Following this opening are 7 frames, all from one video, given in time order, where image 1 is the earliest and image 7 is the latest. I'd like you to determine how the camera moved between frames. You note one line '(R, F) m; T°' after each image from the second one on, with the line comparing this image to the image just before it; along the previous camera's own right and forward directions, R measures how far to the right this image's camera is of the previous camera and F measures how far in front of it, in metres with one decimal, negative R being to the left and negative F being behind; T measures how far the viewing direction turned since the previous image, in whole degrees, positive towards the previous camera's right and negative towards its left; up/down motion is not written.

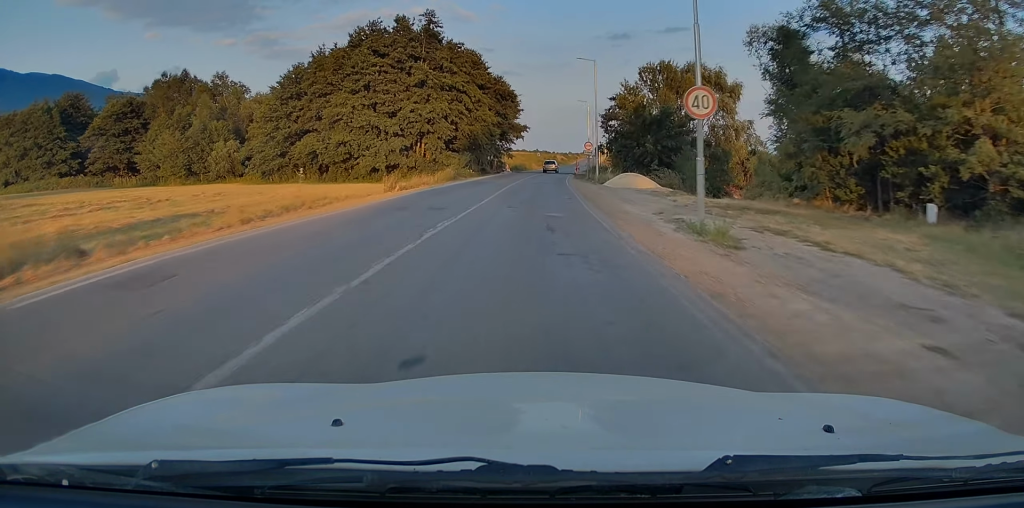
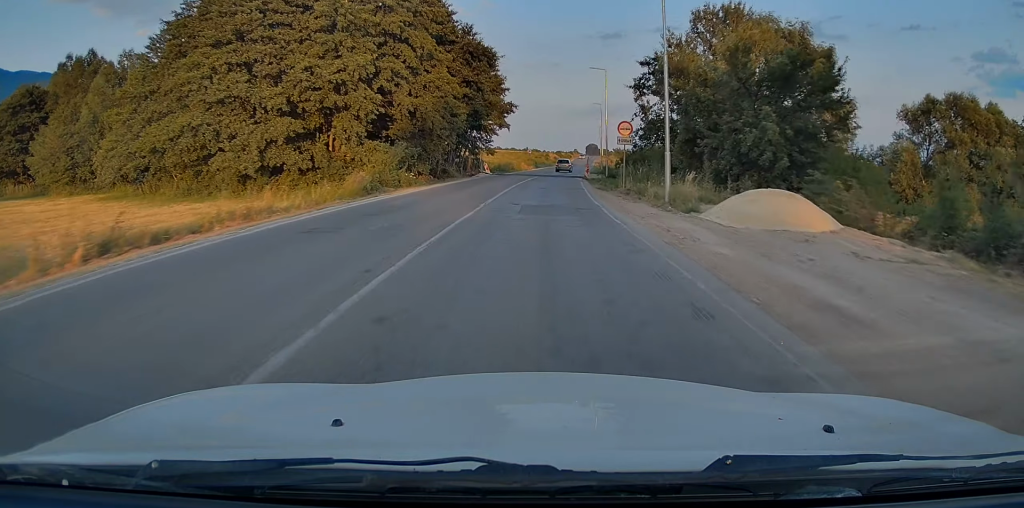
(-0.3, +24.8) m; 0°
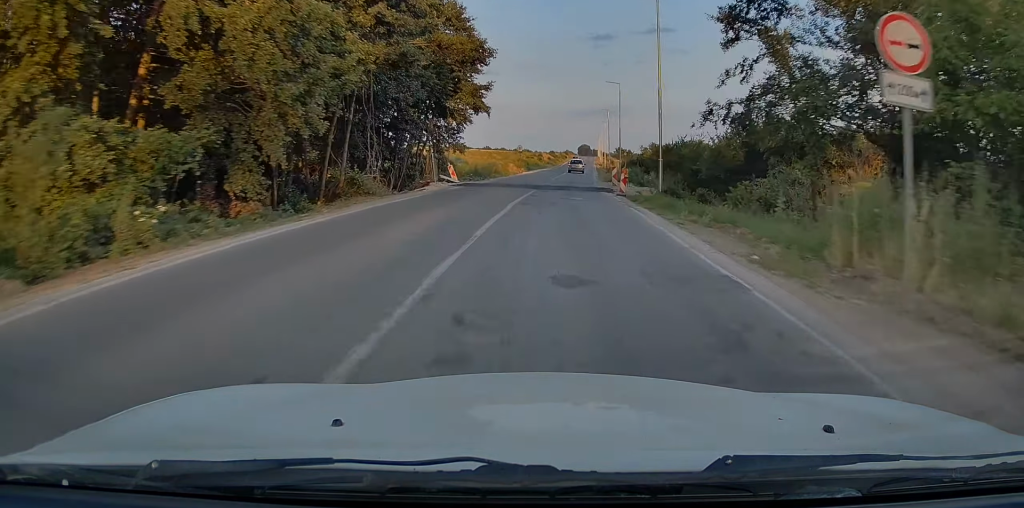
(+0.4, +22.7) m; +2°
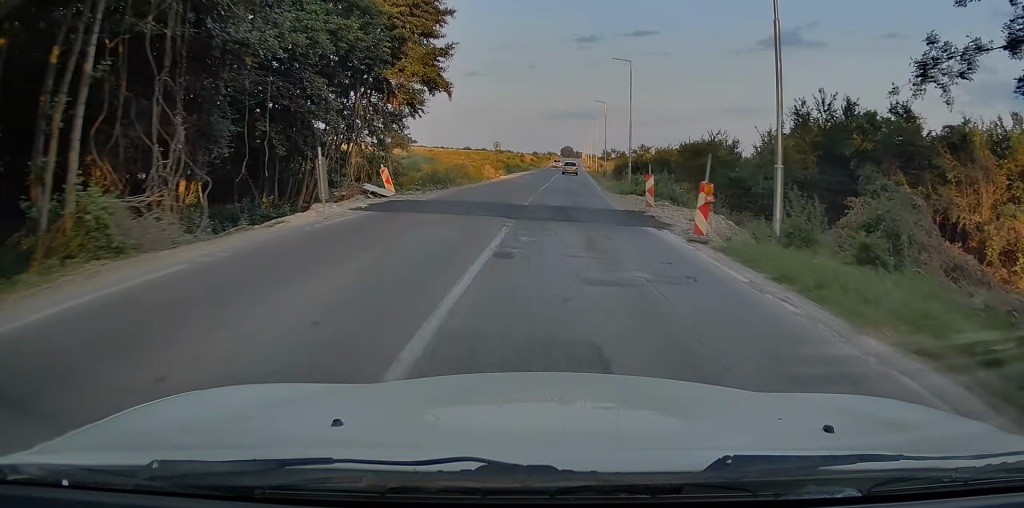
(+0.3, +14.9) m; +1°
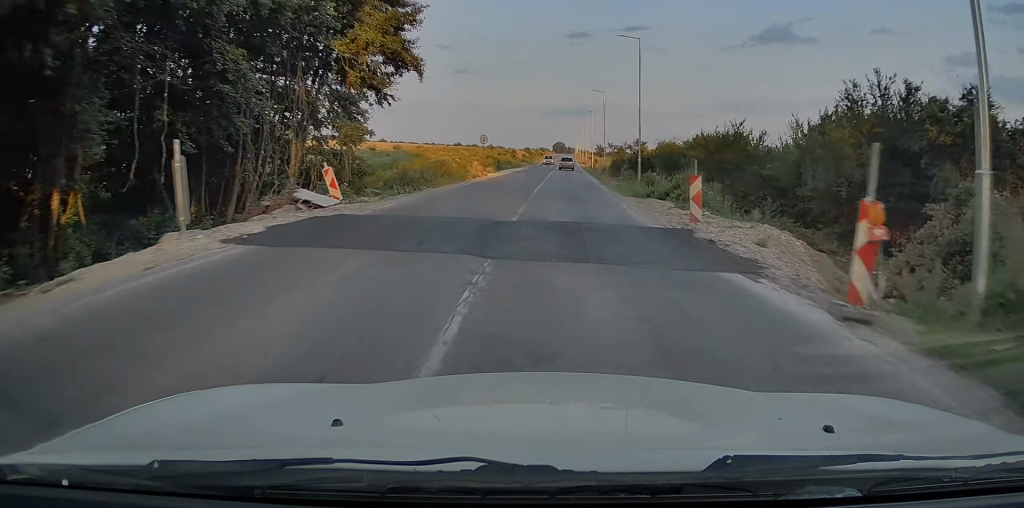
(-0.1, +6.5) m; +1°
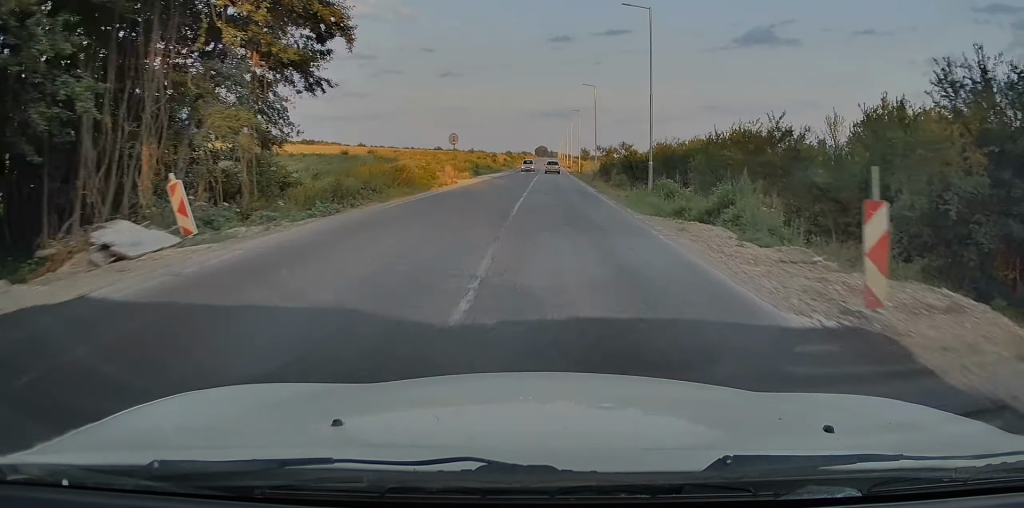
(+0.1, +8.1) m; +2°
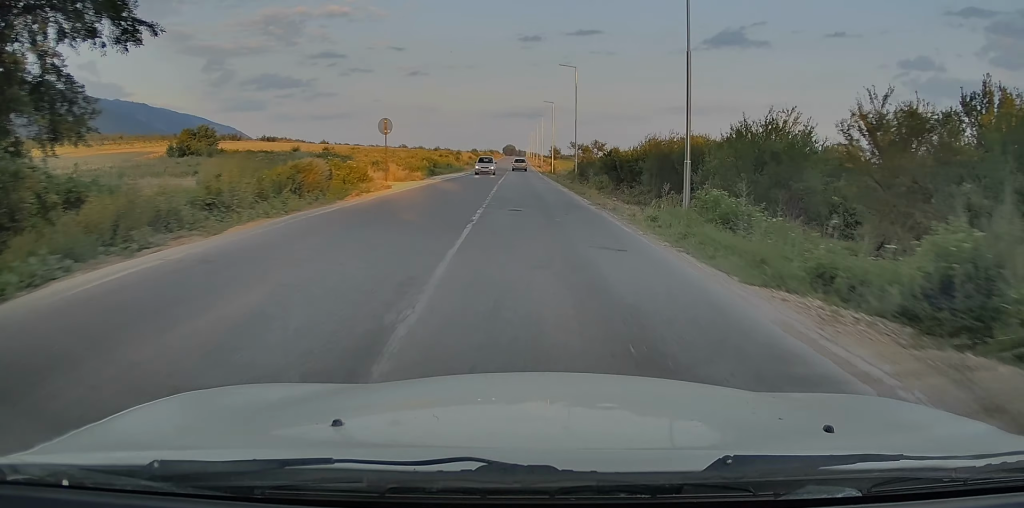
(+0.4, +10.9) m; +3°
